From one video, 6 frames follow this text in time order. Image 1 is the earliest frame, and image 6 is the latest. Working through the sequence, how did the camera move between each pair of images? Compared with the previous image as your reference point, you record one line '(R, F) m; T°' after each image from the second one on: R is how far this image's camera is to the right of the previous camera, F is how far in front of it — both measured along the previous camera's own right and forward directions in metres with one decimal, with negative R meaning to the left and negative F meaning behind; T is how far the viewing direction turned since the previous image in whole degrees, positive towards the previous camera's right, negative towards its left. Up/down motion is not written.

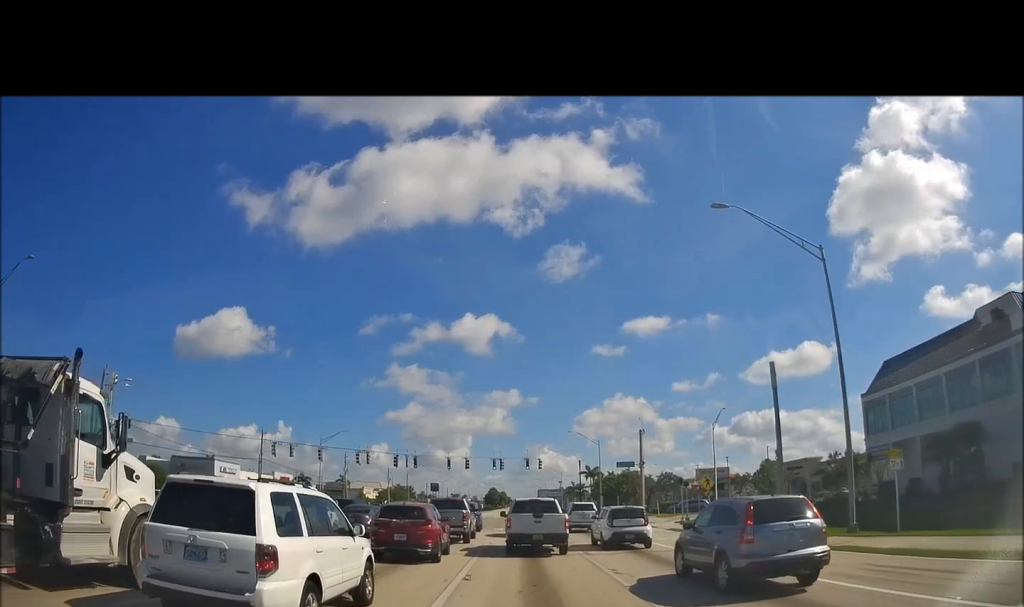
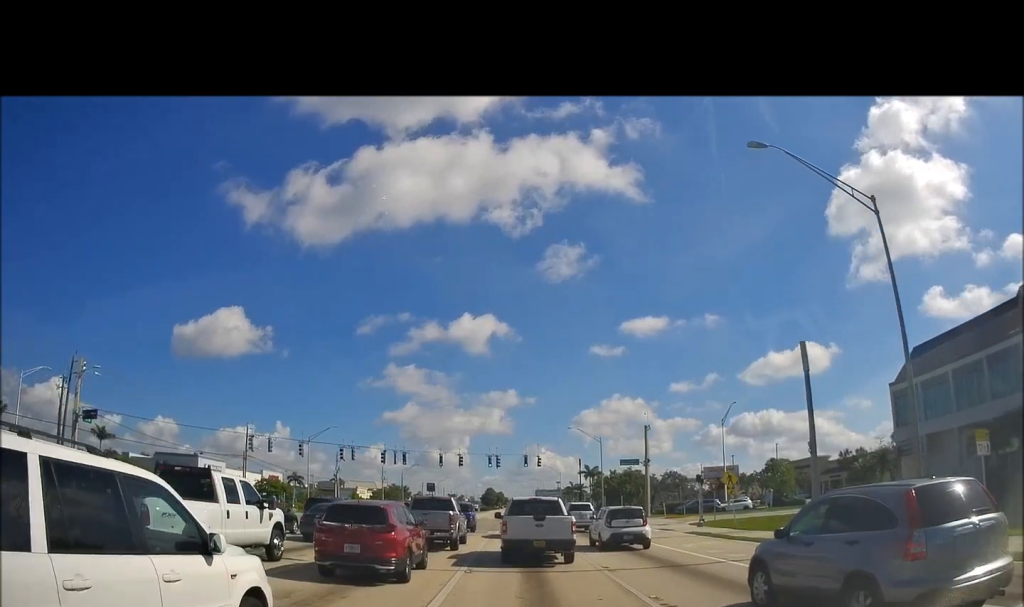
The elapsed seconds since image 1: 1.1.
(0.0, +5.0) m; 0°
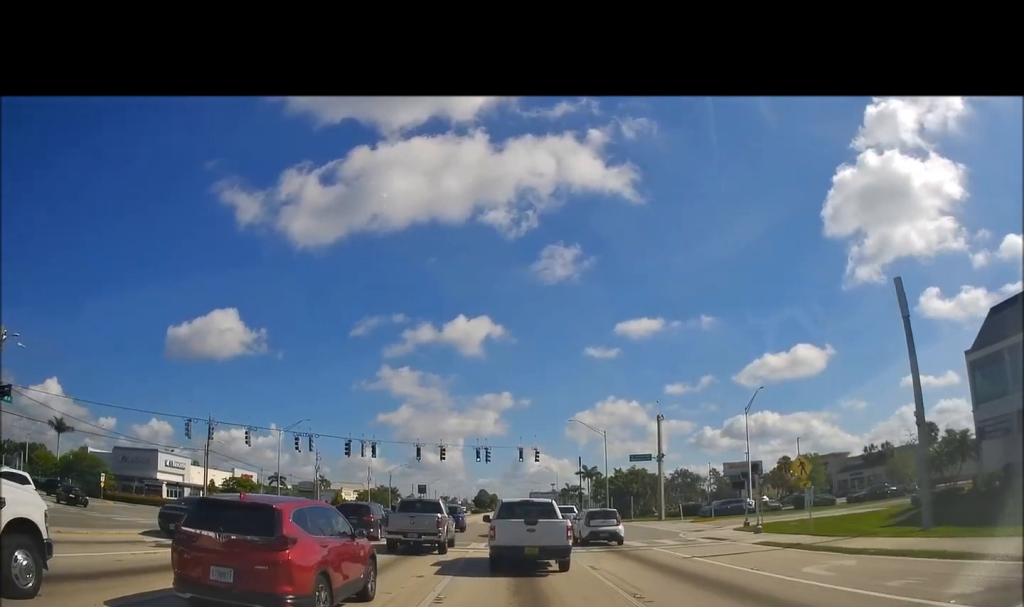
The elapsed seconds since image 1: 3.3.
(0.0, +10.1) m; 0°
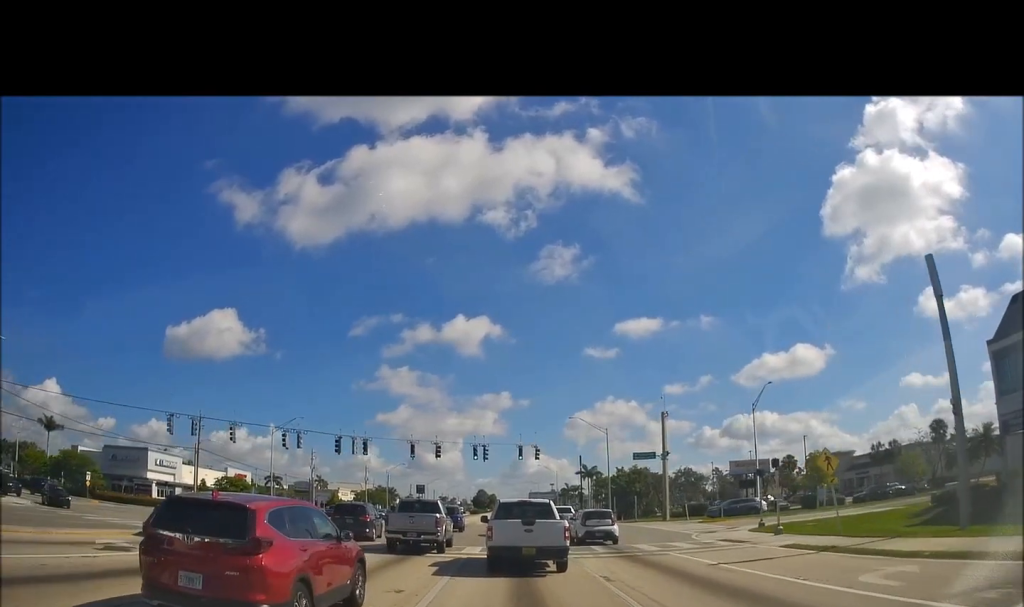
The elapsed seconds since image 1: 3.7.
(0.0, +2.3) m; 0°
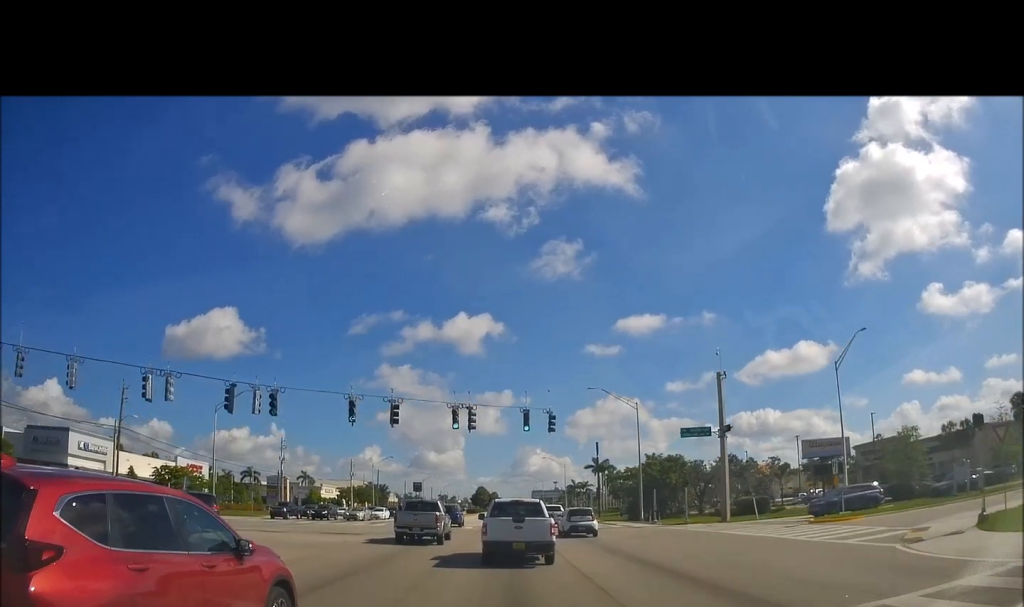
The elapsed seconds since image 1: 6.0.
(0.0, +16.9) m; +2°
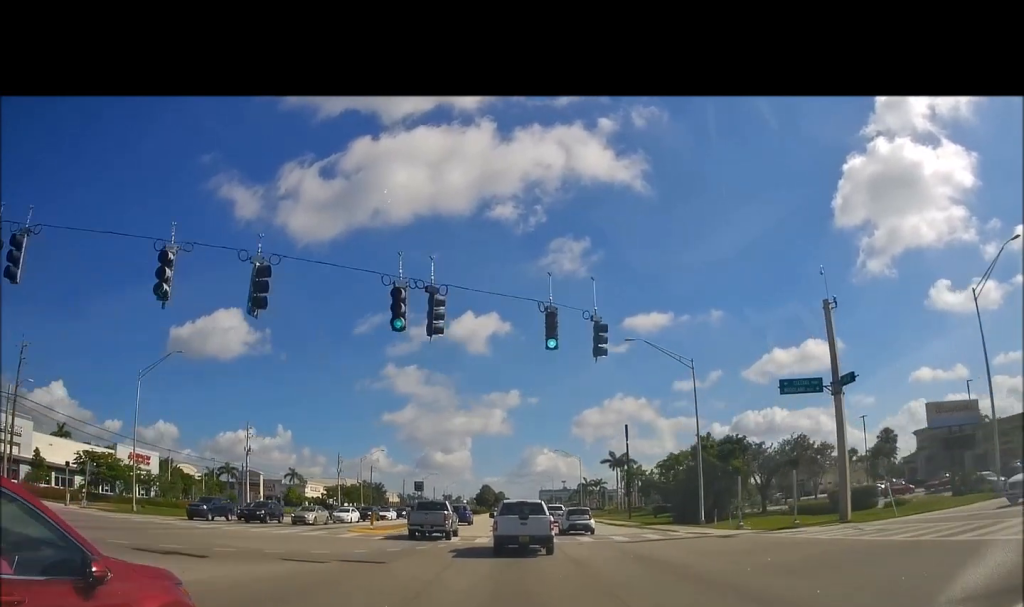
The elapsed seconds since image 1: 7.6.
(+0.5, +16.6) m; 0°
